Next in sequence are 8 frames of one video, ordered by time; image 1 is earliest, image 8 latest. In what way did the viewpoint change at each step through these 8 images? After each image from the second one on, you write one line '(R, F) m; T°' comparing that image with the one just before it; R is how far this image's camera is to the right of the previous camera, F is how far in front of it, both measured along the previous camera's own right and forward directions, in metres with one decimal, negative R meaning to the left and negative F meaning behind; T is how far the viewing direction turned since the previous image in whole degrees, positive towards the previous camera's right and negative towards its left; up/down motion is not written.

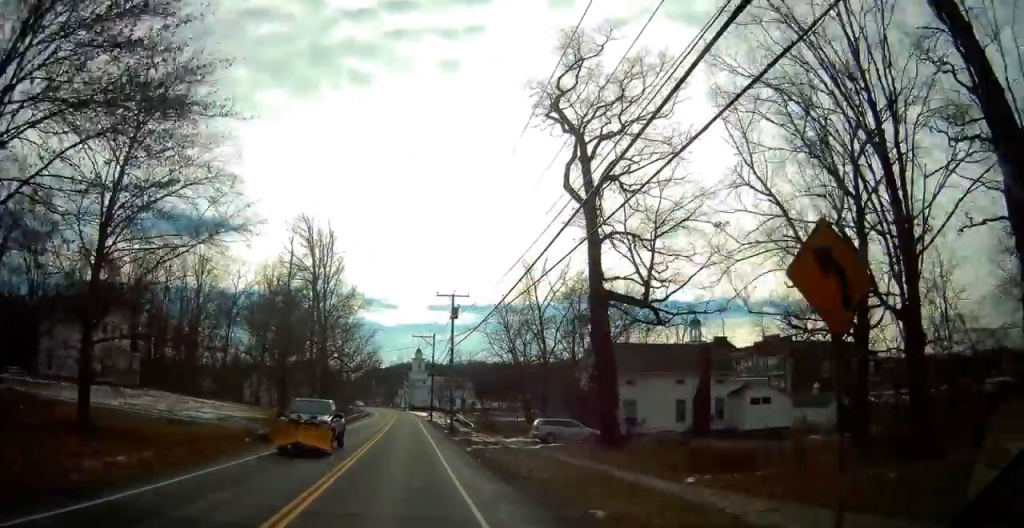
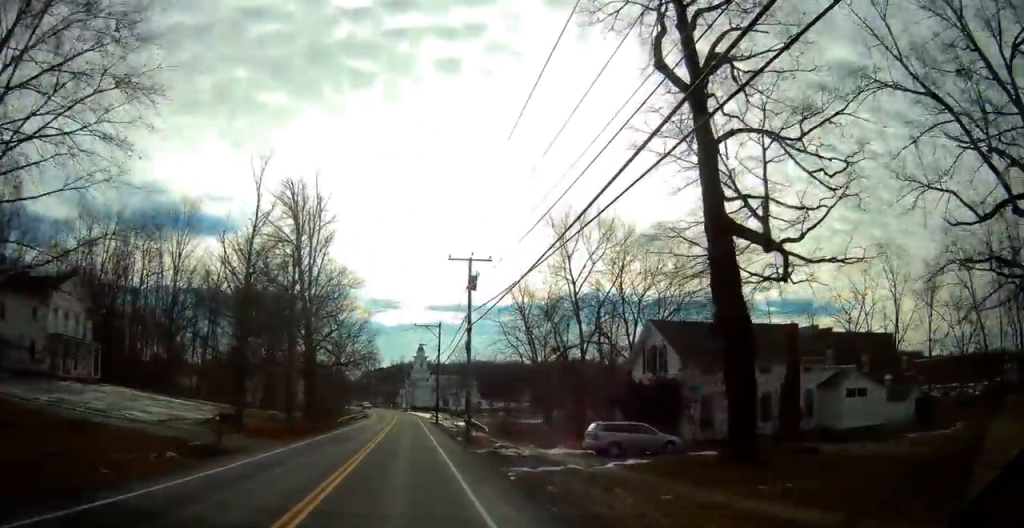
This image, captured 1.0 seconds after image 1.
(+0.5, +10.5) m; +2°
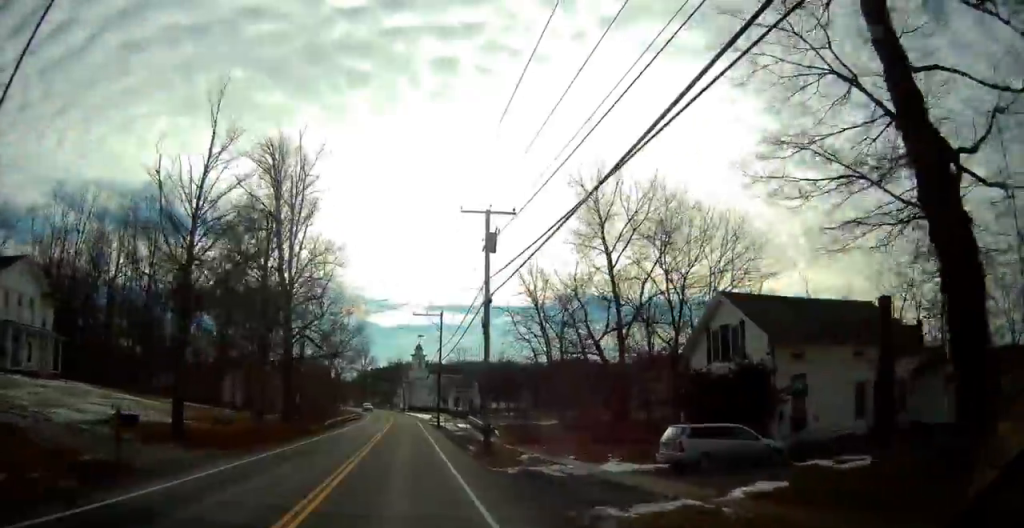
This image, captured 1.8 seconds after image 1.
(0.0, +8.0) m; -2°
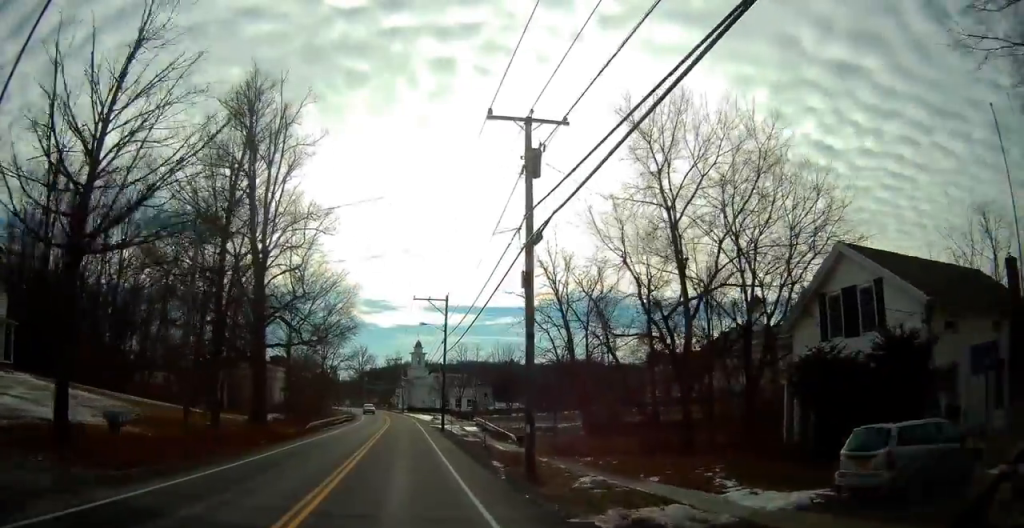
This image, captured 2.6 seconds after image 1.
(-0.2, +8.3) m; -1°
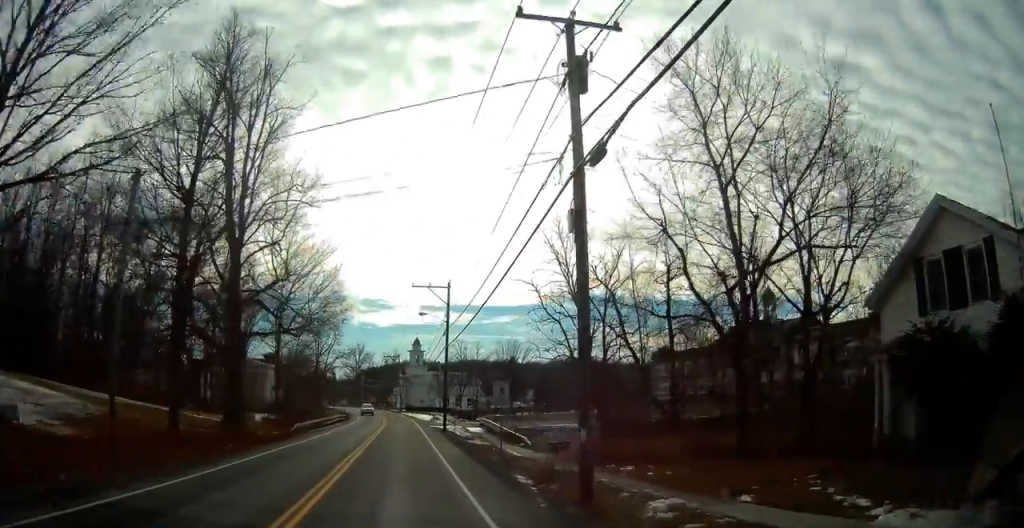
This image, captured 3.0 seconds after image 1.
(-0.1, +4.8) m; 0°
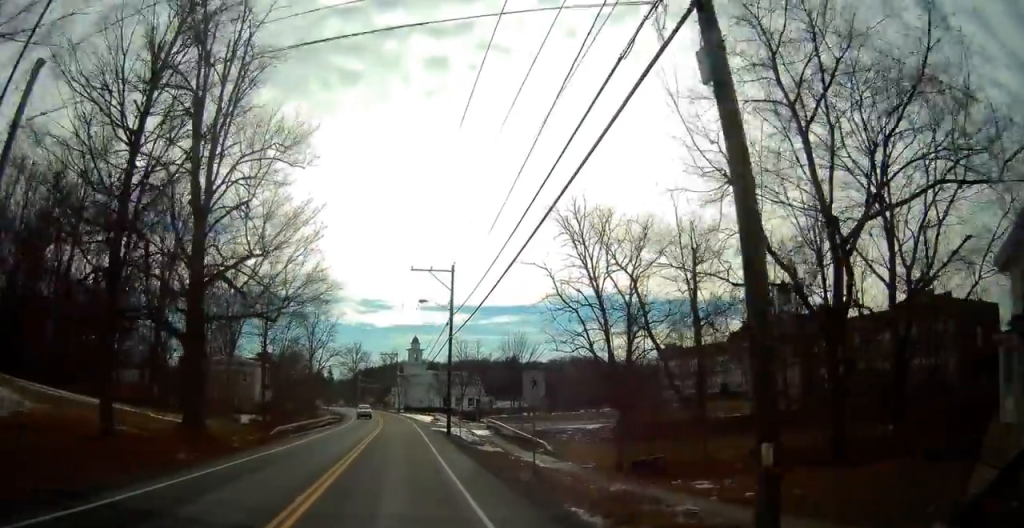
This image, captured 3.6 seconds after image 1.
(+0.1, +5.5) m; +1°
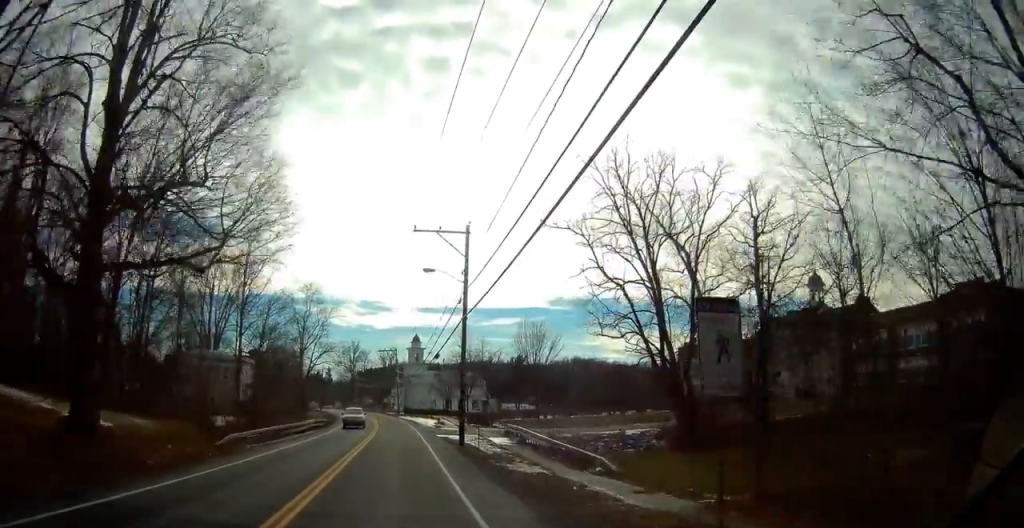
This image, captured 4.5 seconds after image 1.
(+0.1, +9.3) m; +1°
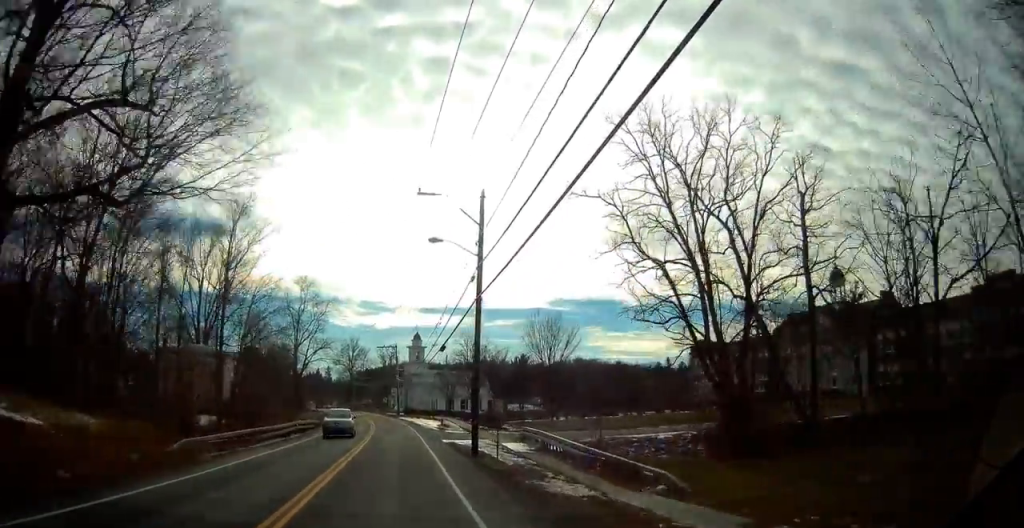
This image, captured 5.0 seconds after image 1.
(0.0, +5.5) m; 0°
